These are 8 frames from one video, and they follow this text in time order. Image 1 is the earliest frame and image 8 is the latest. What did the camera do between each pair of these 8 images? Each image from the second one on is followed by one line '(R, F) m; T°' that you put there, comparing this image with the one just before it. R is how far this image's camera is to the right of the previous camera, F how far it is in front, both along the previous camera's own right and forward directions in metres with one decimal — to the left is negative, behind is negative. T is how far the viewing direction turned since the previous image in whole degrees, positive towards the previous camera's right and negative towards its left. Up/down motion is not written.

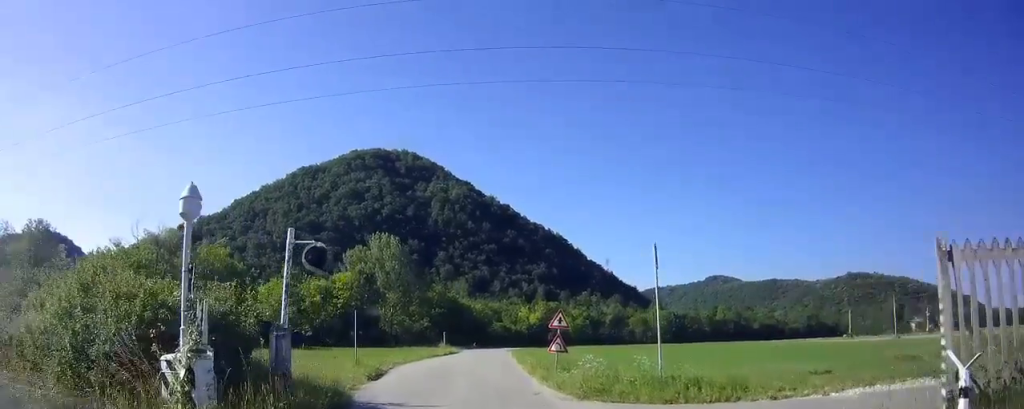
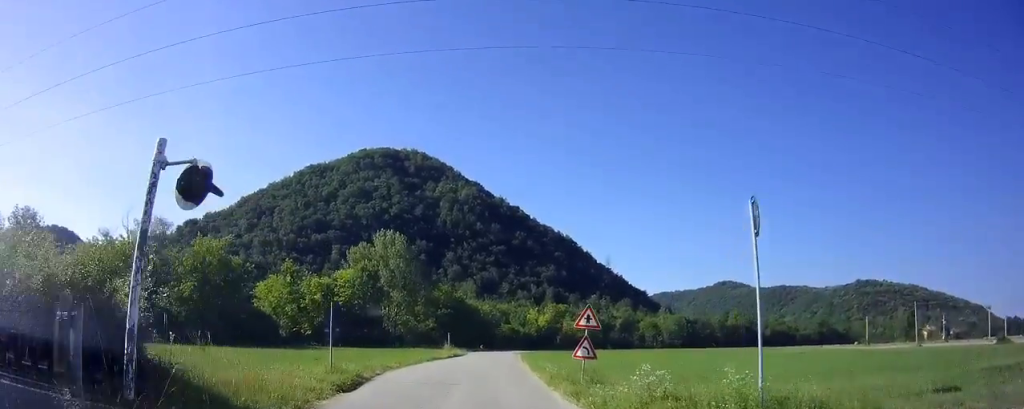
(0.0, +5.3) m; +1°
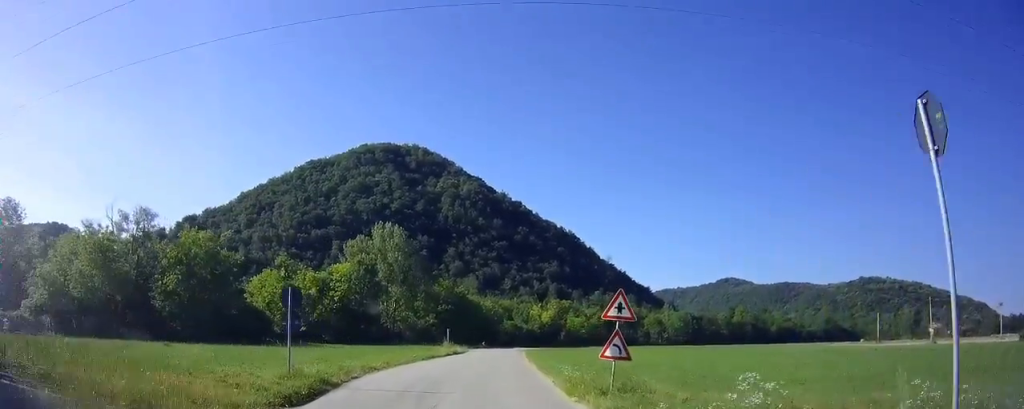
(0.0, +4.3) m; +1°
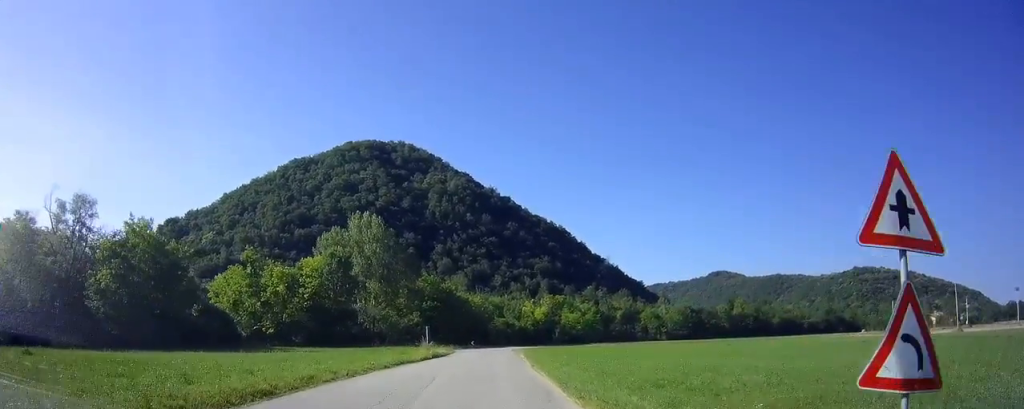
(+0.1, +11.2) m; 0°
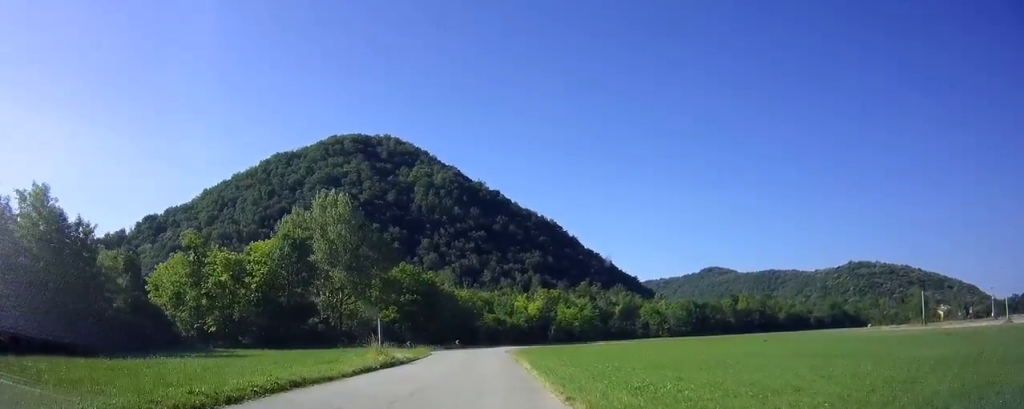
(-0.1, +13.8) m; 0°
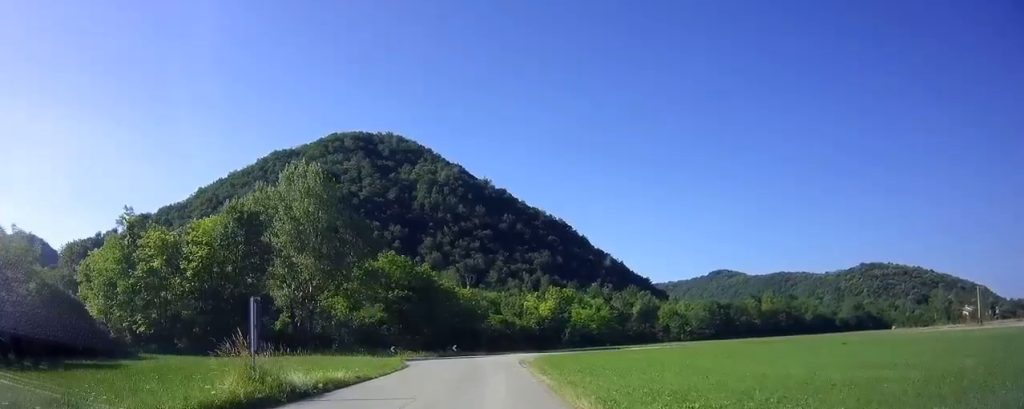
(0.0, +15.1) m; 0°
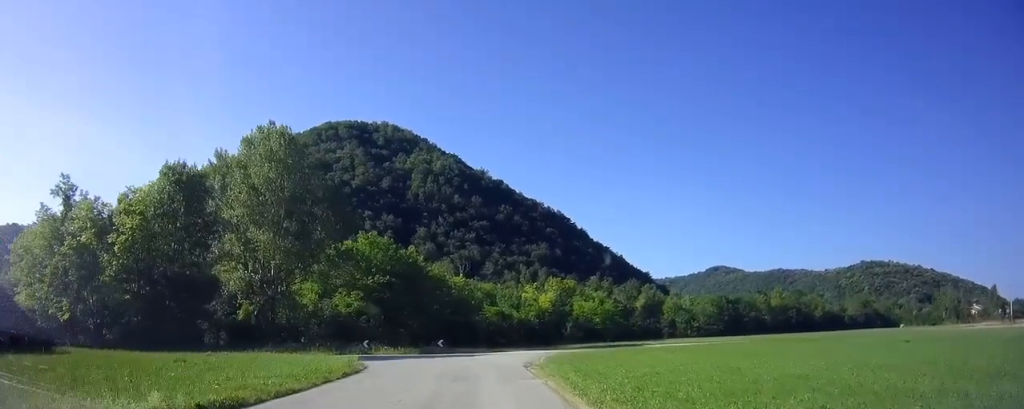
(0.0, +9.2) m; -2°
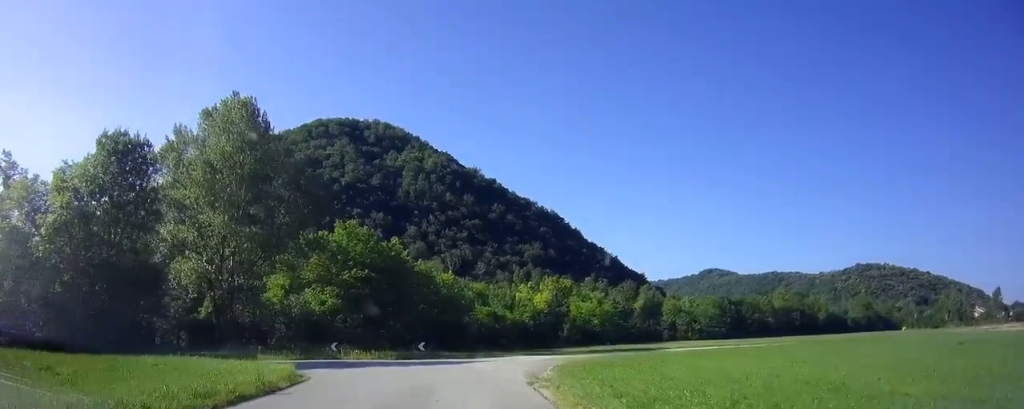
(-0.2, +6.3) m; -5°
